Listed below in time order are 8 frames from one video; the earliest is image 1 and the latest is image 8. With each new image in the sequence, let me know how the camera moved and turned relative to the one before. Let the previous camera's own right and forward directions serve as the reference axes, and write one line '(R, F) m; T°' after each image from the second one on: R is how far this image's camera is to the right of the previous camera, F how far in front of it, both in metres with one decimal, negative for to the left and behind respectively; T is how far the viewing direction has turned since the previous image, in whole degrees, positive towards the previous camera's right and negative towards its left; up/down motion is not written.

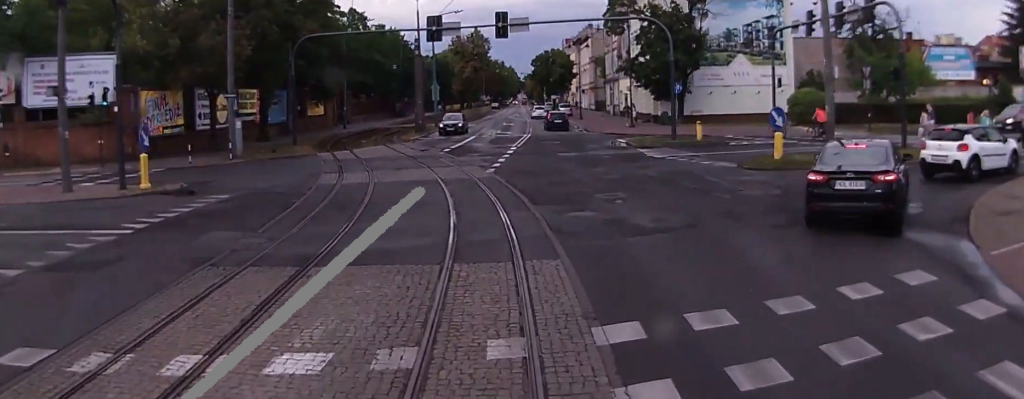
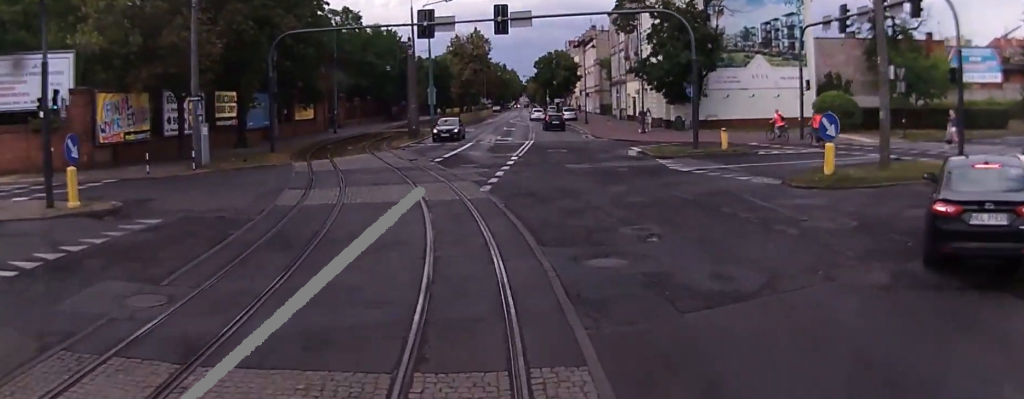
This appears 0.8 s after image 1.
(+0.1, +4.0) m; +2°
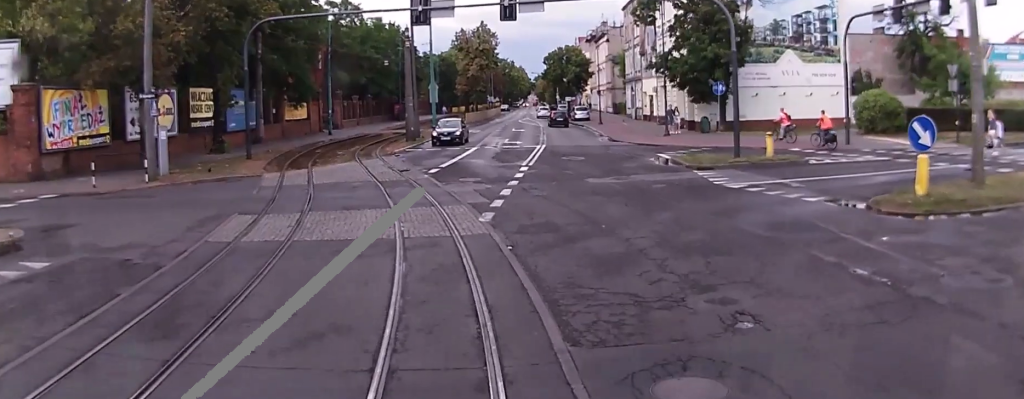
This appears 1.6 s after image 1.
(+0.1, +4.5) m; +1°
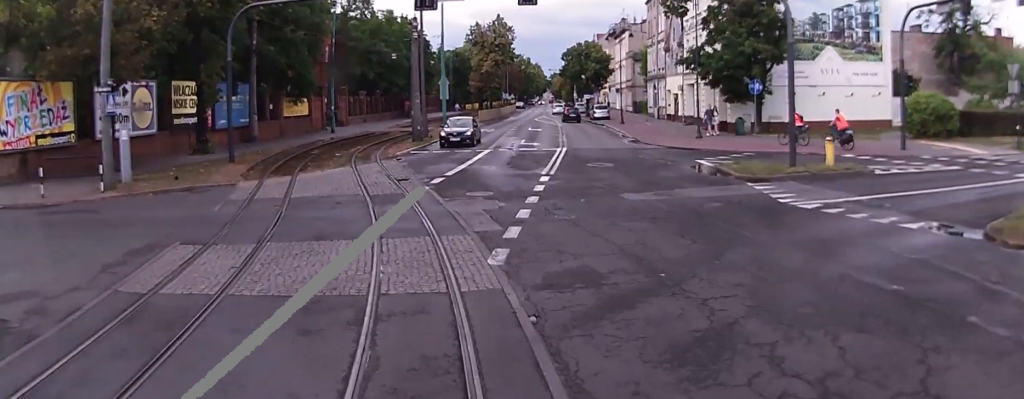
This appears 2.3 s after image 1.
(+0.1, +4.0) m; -2°
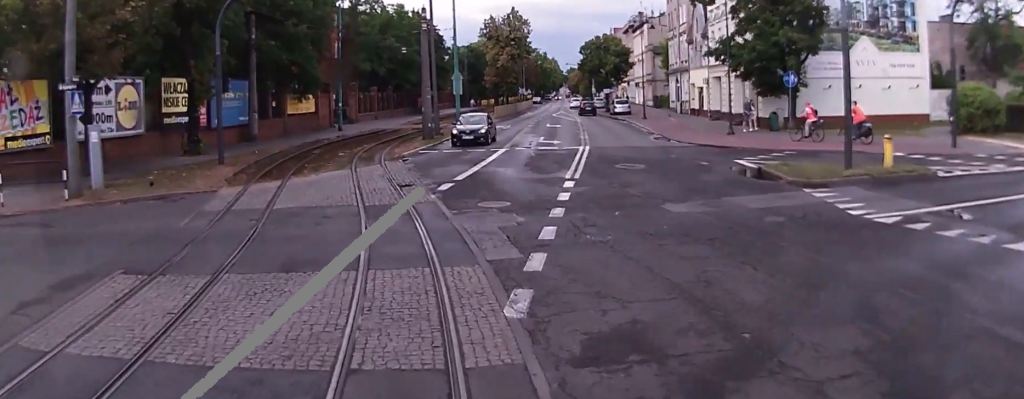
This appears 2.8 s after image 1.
(-0.1, +3.0) m; -3°
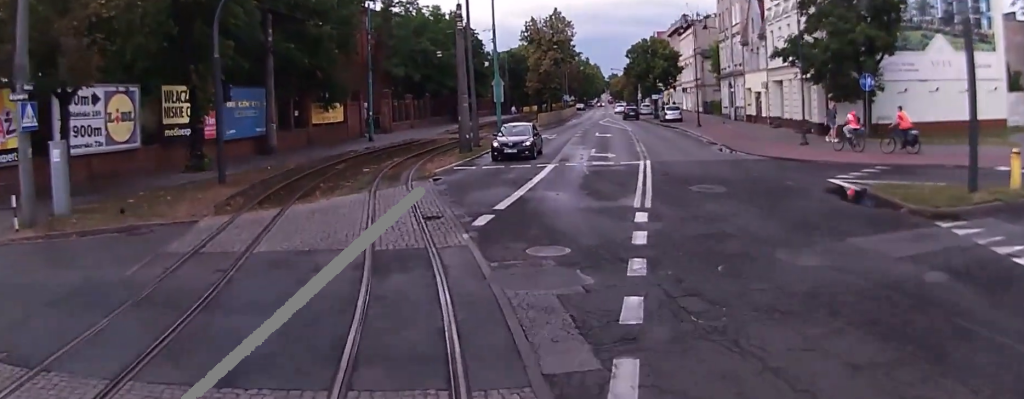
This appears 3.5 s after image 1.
(-0.1, +4.3) m; -3°
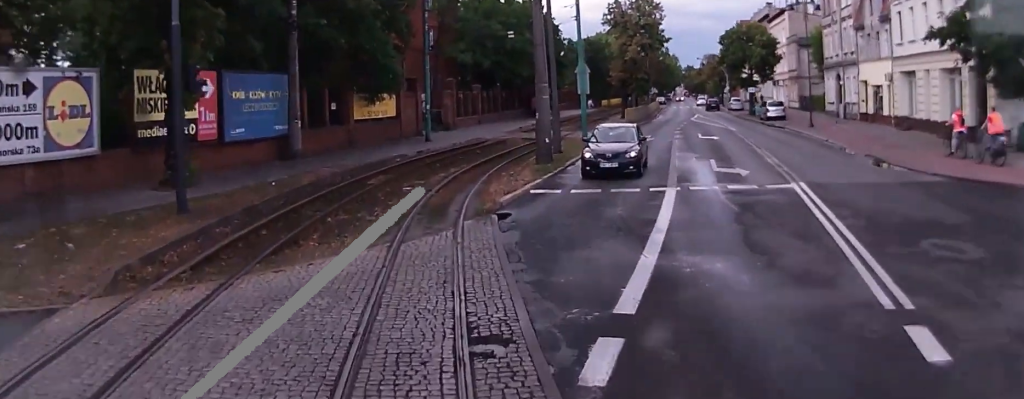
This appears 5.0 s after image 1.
(-0.1, +8.4) m; -6°
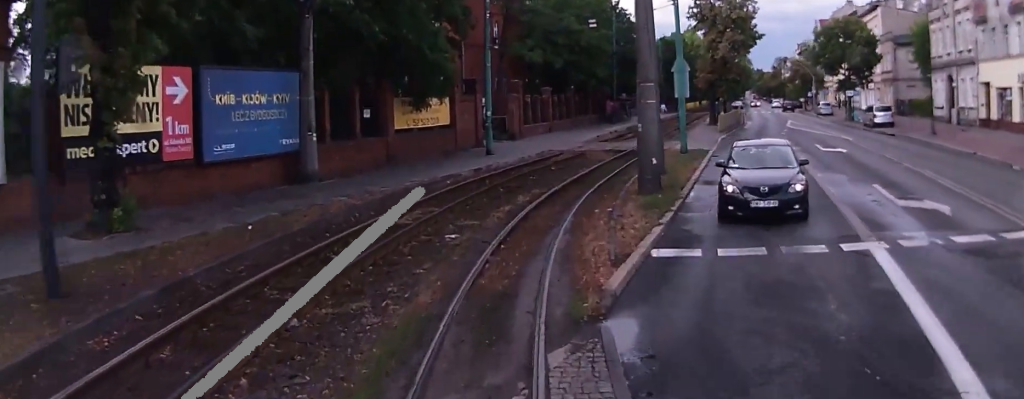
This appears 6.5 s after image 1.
(-0.9, +7.3) m; -8°
